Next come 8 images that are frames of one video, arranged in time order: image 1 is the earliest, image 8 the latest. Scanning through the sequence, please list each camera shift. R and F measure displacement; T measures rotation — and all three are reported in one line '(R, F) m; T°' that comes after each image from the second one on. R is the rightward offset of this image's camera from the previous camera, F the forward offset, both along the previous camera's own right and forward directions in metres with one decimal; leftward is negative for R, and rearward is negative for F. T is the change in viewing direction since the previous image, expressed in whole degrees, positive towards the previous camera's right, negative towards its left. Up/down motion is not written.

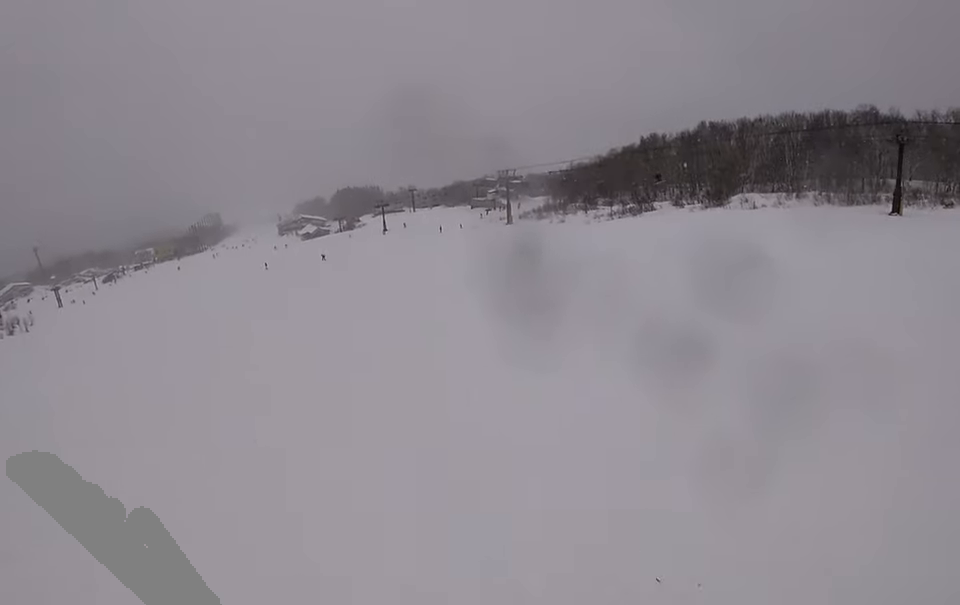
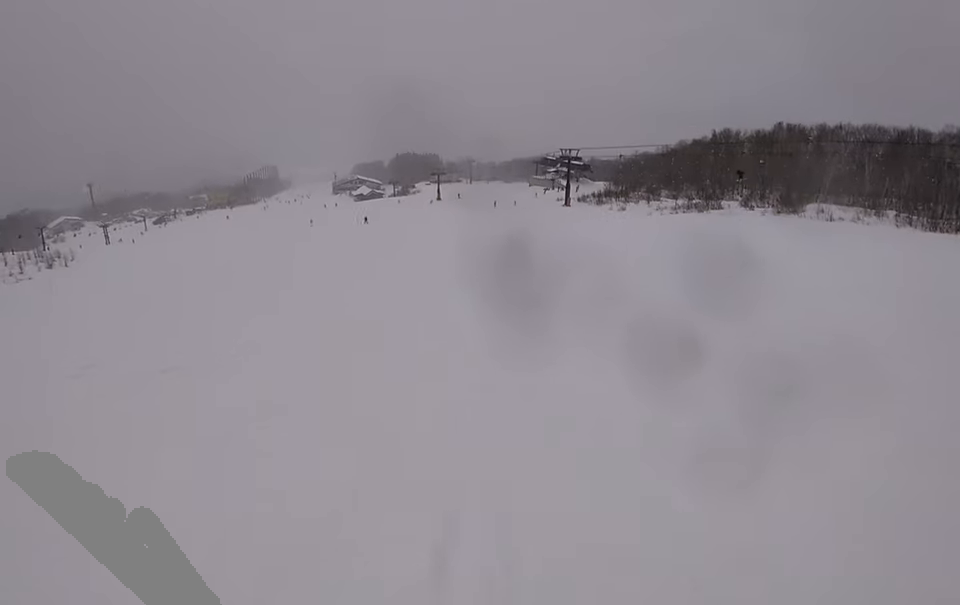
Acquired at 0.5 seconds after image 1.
(+0.1, +3.9) m; -6°
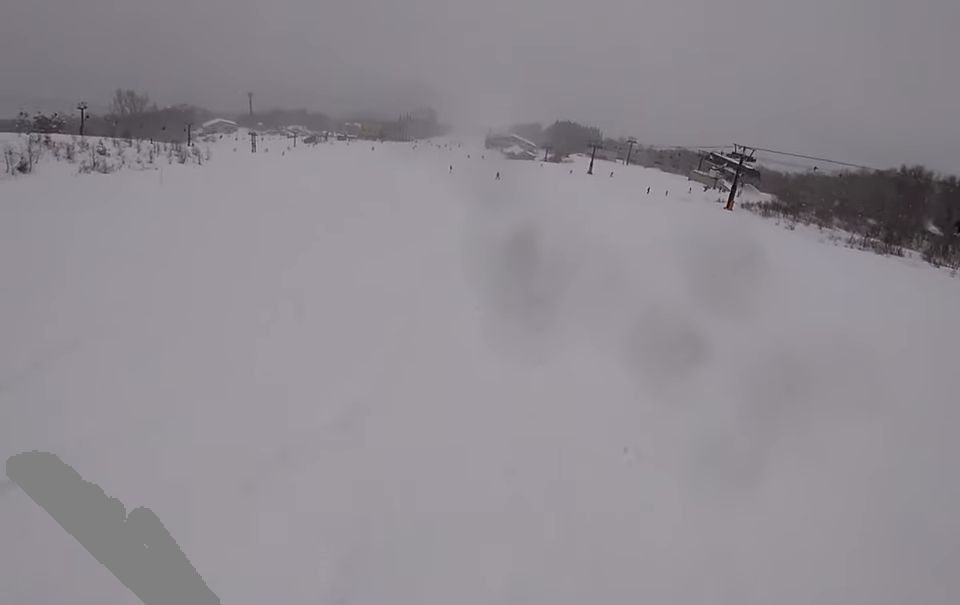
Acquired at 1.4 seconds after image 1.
(-1.0, +7.2) m; -12°
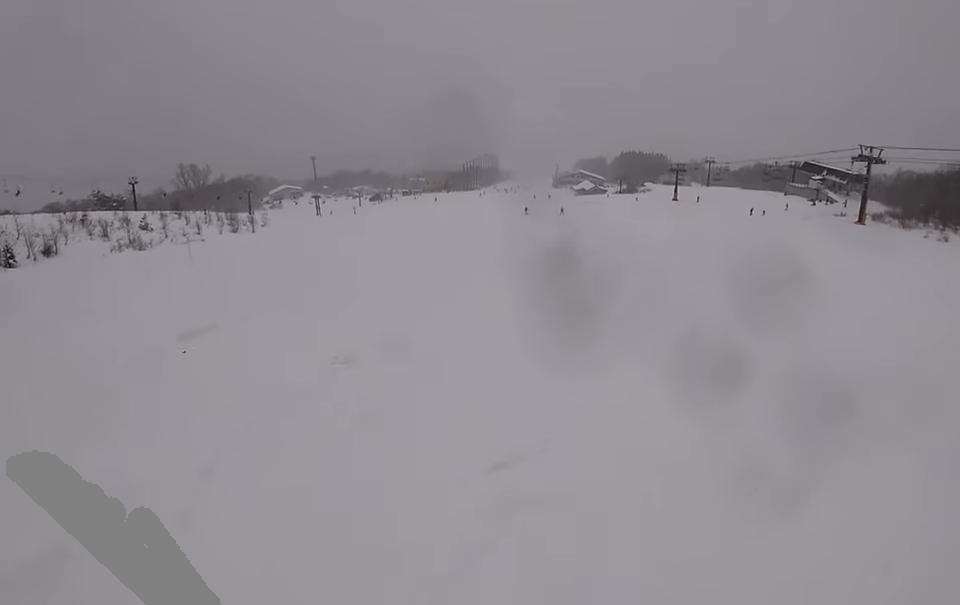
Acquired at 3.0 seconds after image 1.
(-1.4, +14.6) m; +1°
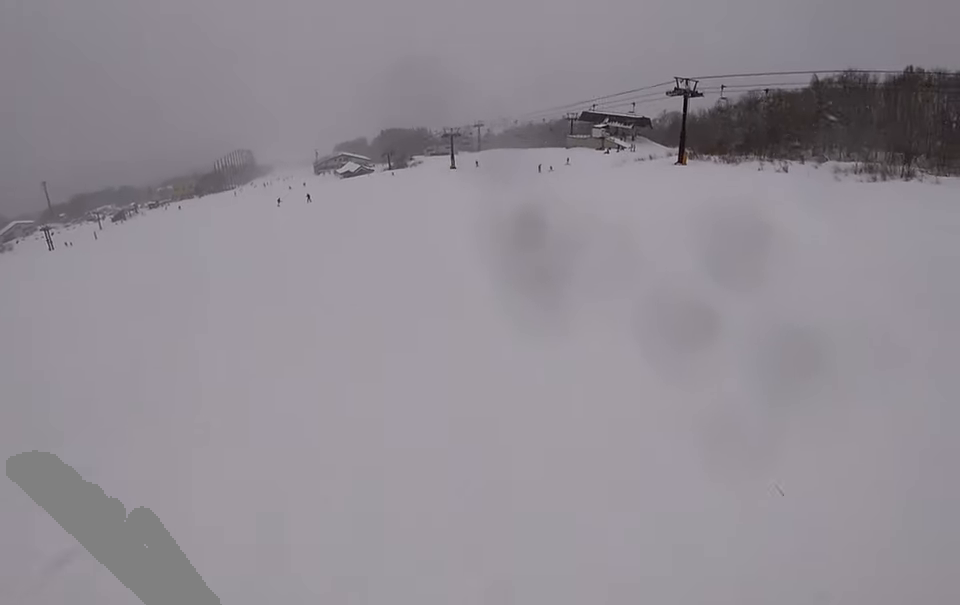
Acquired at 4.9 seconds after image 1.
(+3.2, +15.9) m; +13°
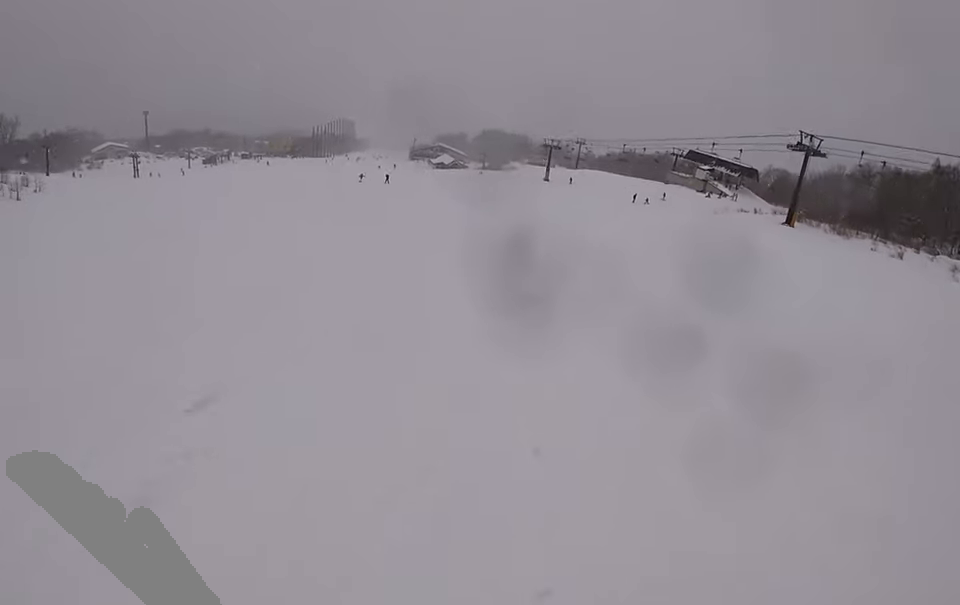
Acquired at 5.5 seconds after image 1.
(+0.1, +4.9) m; -4°
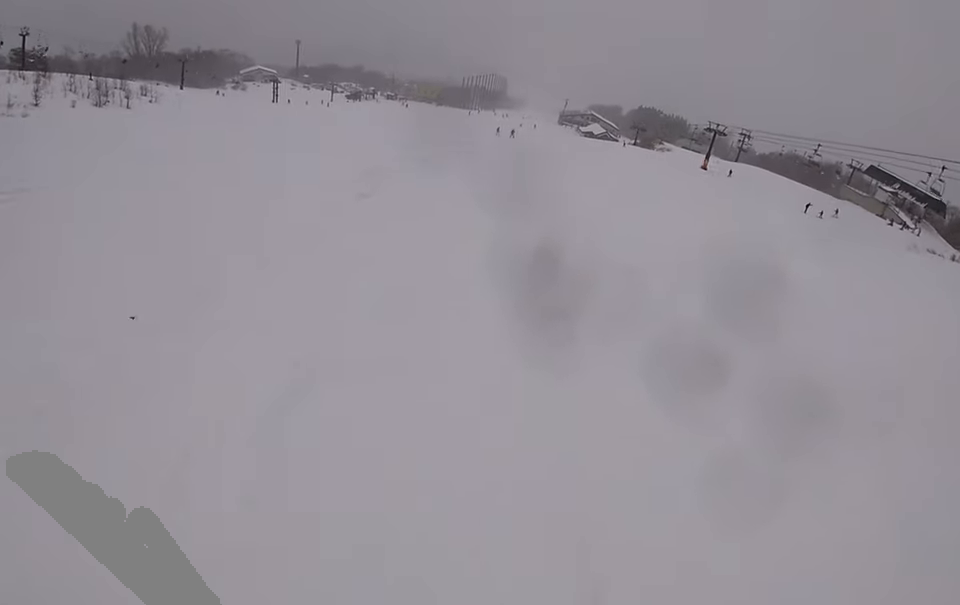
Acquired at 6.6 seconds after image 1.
(-1.2, +10.0) m; -12°
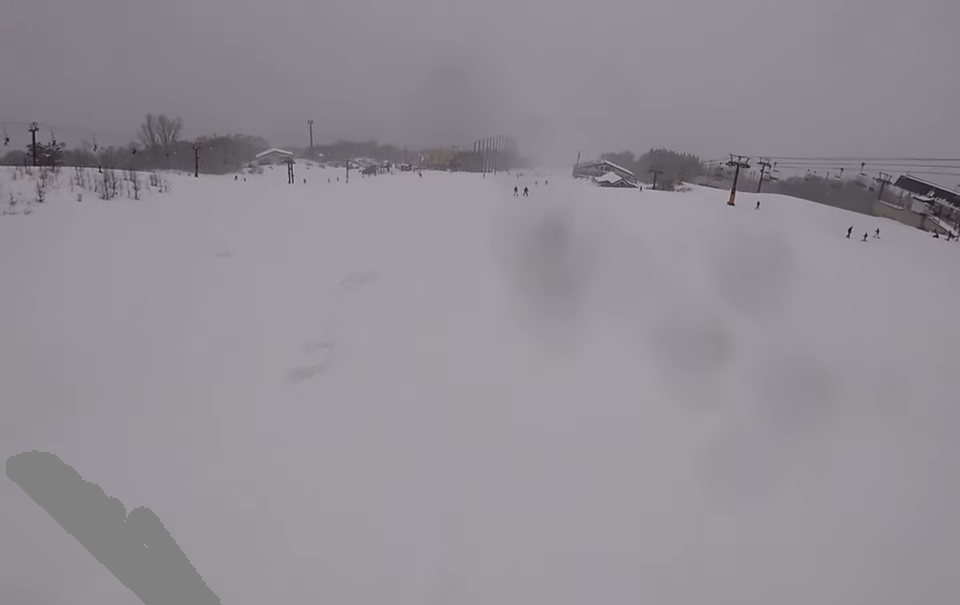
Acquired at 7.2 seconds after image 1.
(-0.4, +5.3) m; -4°
